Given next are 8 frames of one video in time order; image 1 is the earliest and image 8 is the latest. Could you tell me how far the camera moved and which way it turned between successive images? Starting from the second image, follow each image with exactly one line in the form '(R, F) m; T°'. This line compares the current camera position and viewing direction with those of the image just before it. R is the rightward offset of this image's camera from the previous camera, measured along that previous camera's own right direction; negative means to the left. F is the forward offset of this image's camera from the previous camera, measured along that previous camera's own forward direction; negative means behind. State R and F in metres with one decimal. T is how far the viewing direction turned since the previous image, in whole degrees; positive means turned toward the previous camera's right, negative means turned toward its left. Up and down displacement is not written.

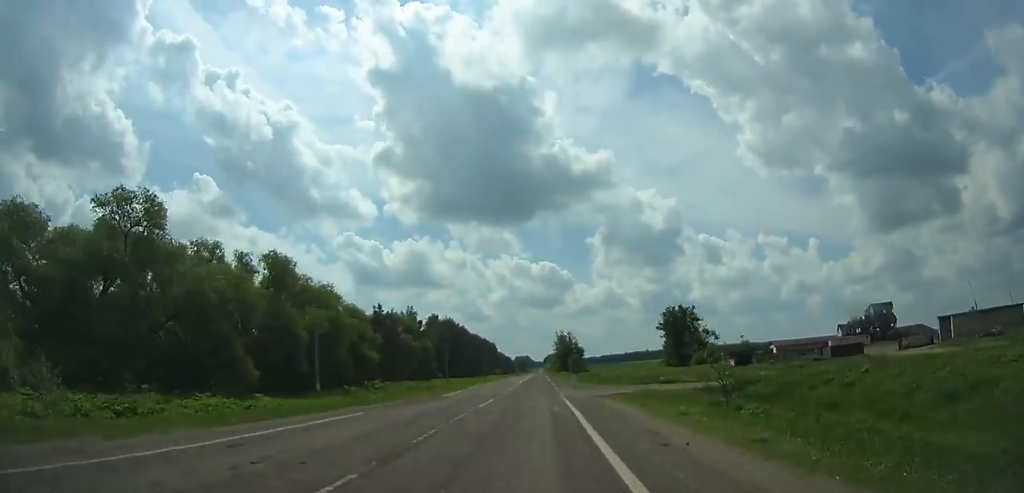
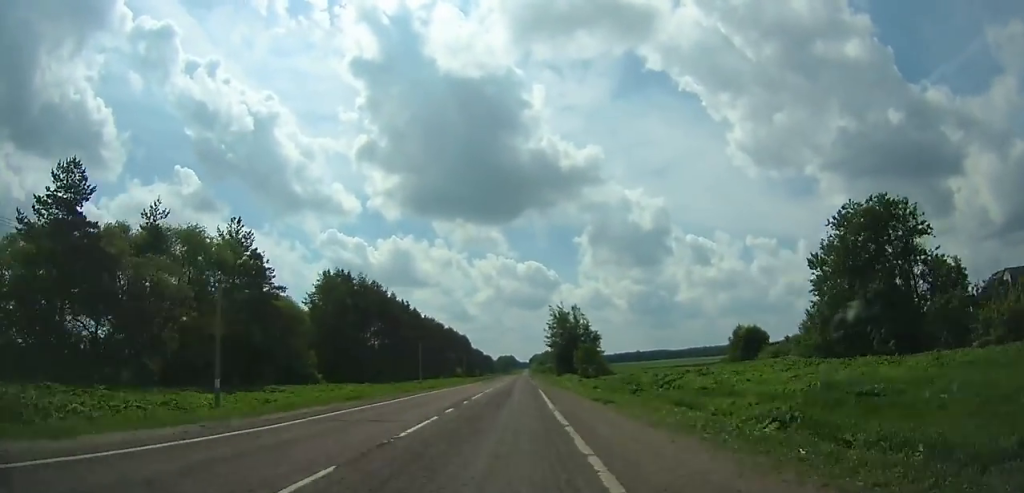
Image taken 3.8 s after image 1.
(+0.3, +76.1) m; 0°
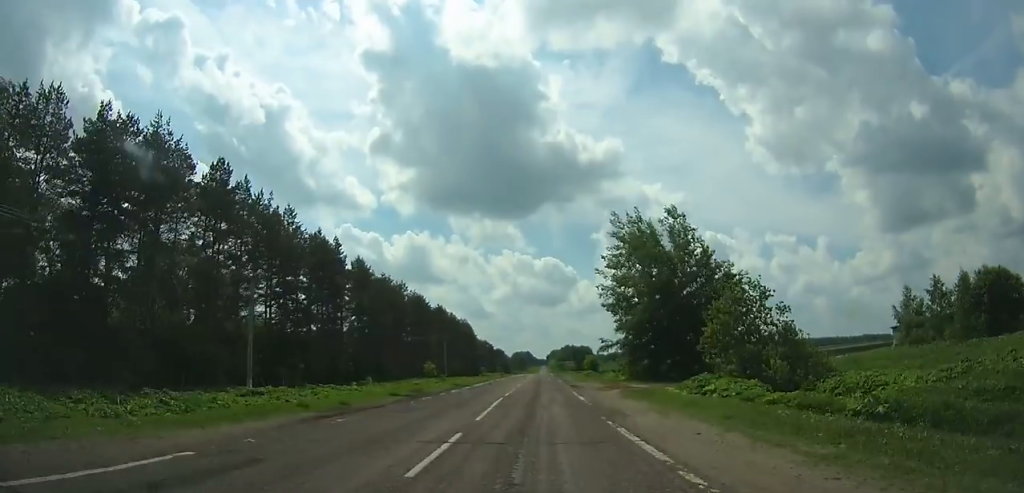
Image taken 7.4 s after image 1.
(-0.6, +66.0) m; 0°
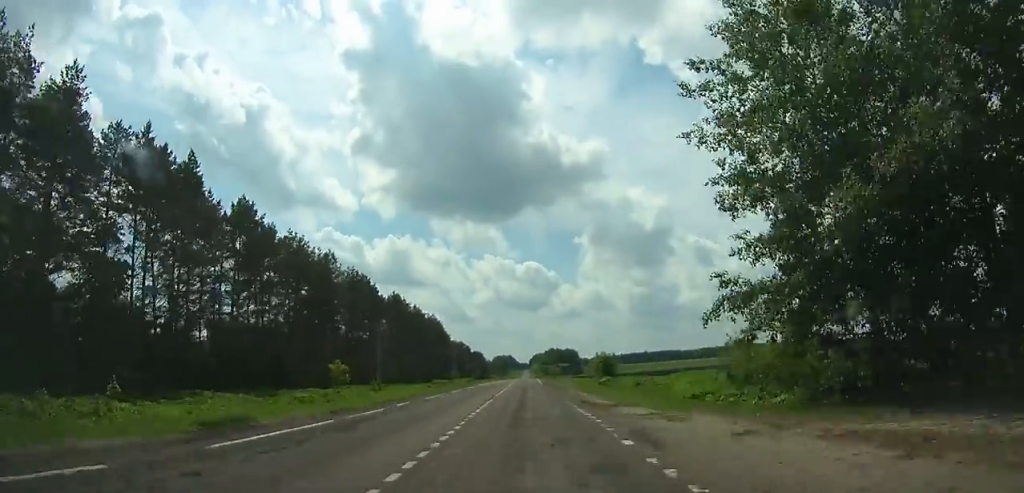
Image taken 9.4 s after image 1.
(+0.2, +34.5) m; 0°
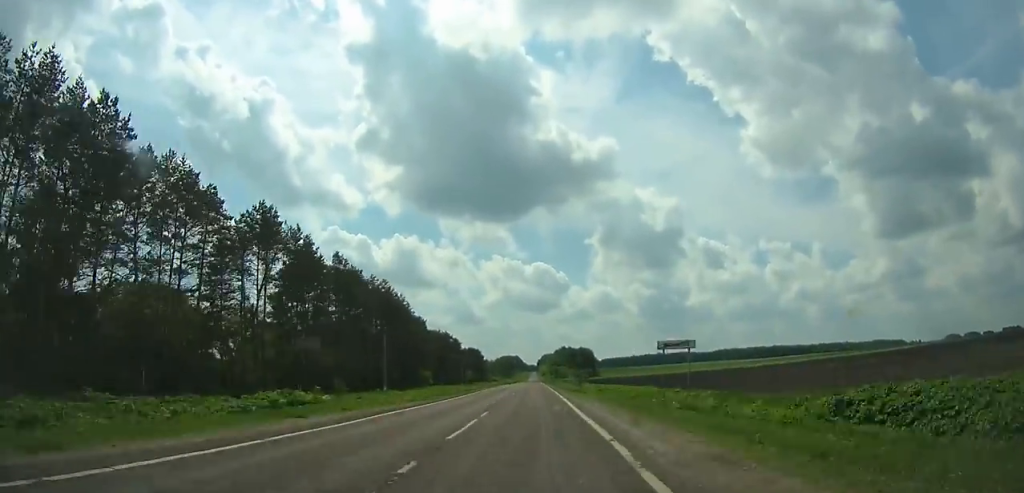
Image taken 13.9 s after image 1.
(+0.1, +72.5) m; 0°
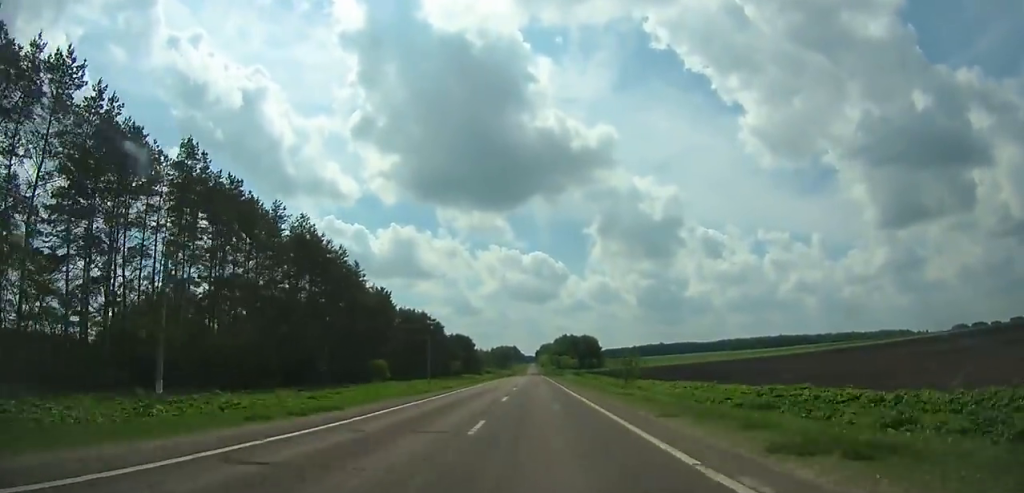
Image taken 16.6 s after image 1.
(-0.1, +40.5) m; 0°
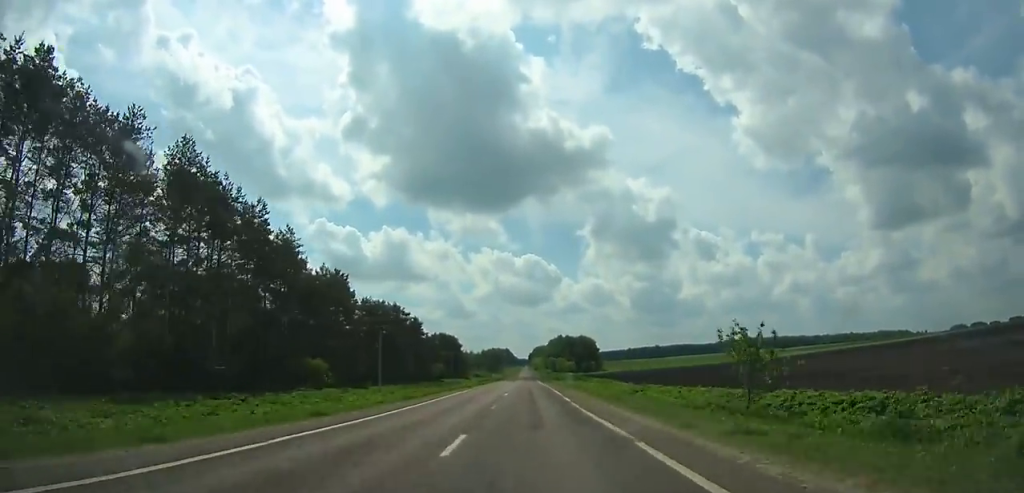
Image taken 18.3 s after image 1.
(0.0, +23.8) m; +1°
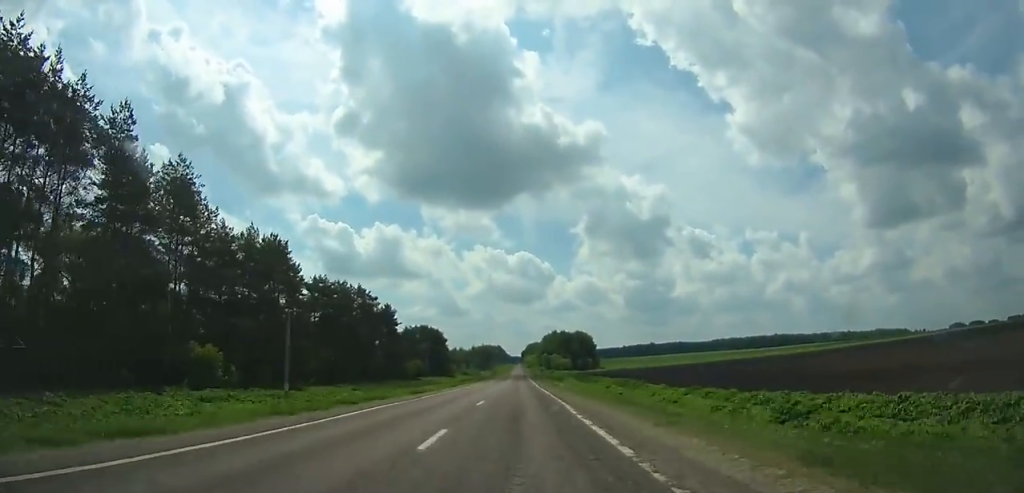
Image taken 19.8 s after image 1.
(+0.2, +18.4) m; +1°
